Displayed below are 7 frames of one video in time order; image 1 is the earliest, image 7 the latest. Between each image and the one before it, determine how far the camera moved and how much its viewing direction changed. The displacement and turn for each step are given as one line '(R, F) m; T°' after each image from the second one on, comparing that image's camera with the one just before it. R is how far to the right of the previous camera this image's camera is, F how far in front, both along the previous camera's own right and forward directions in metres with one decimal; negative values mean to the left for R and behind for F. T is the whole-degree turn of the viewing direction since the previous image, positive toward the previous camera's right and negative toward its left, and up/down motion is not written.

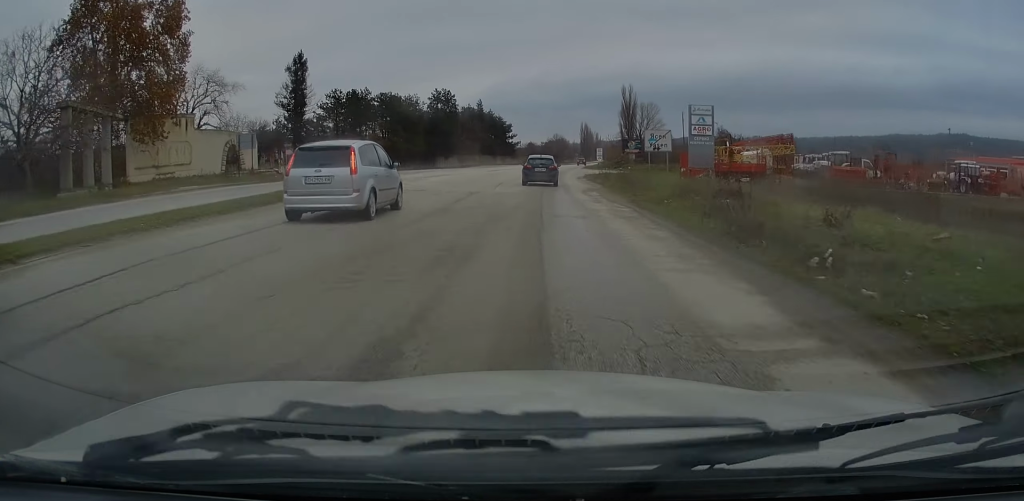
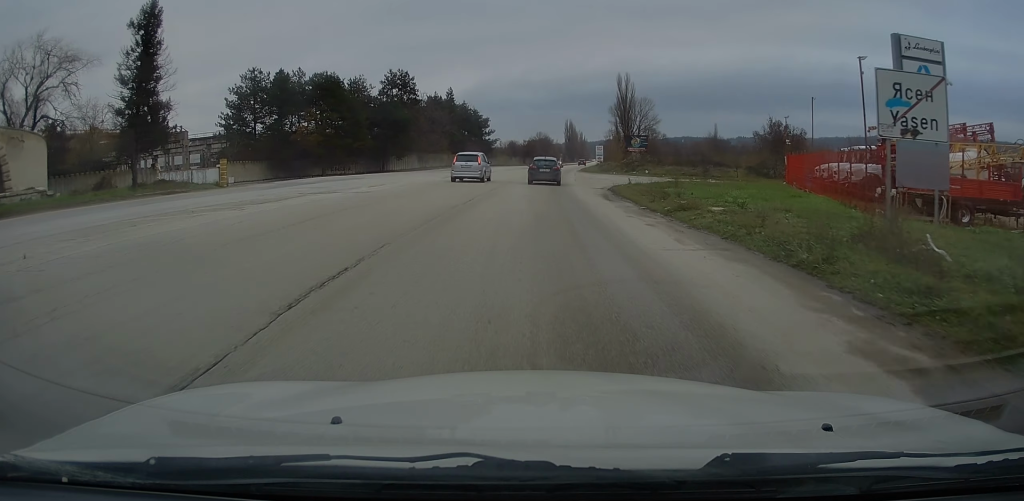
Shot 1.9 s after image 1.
(0.0, +26.3) m; 0°
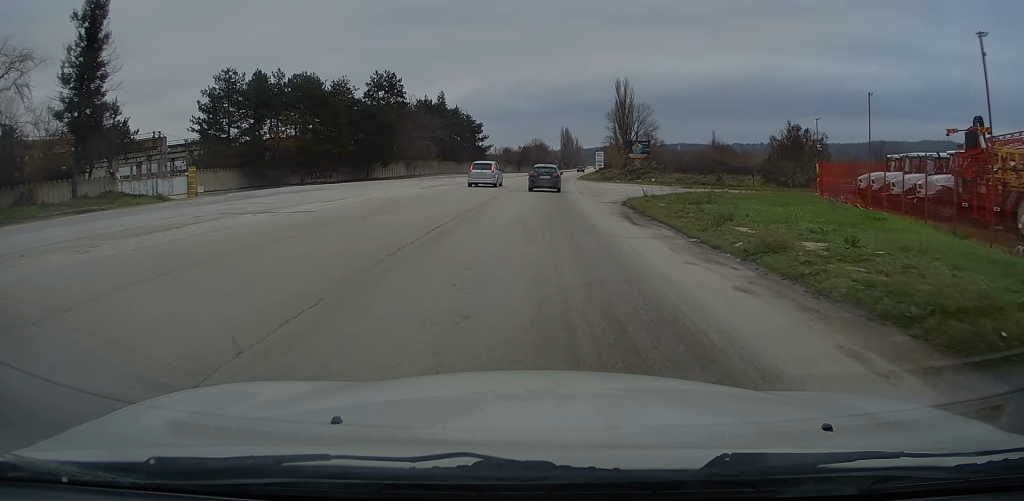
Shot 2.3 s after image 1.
(0.0, +6.1) m; 0°
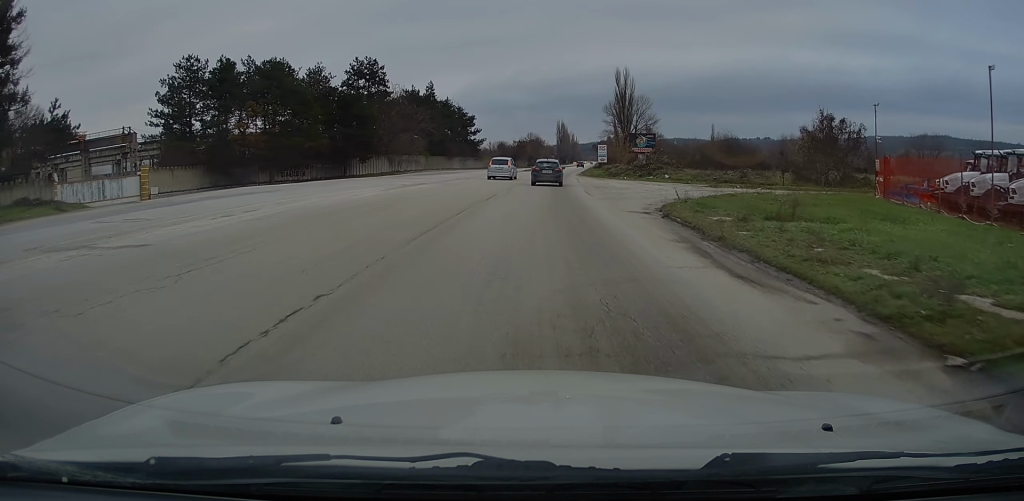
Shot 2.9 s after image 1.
(0.0, +8.0) m; +1°
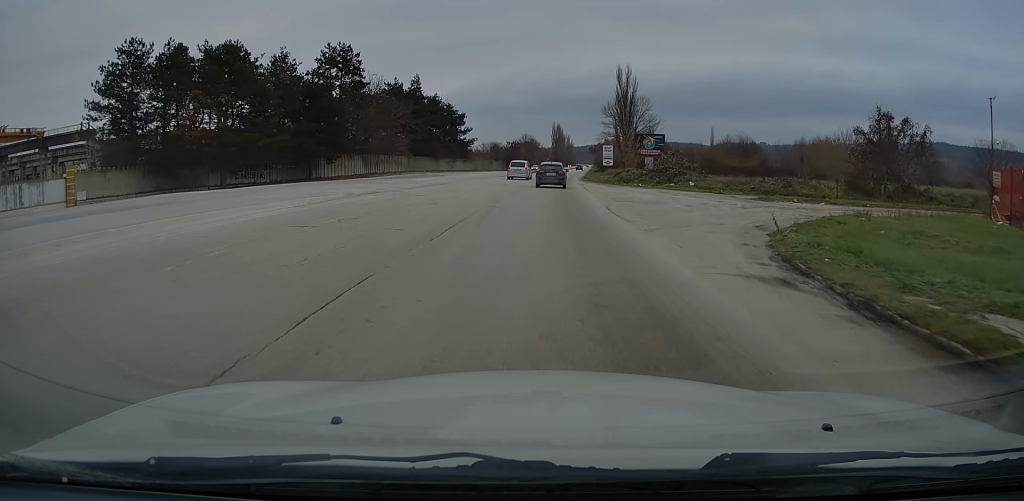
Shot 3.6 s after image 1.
(-0.1, +10.0) m; +1°
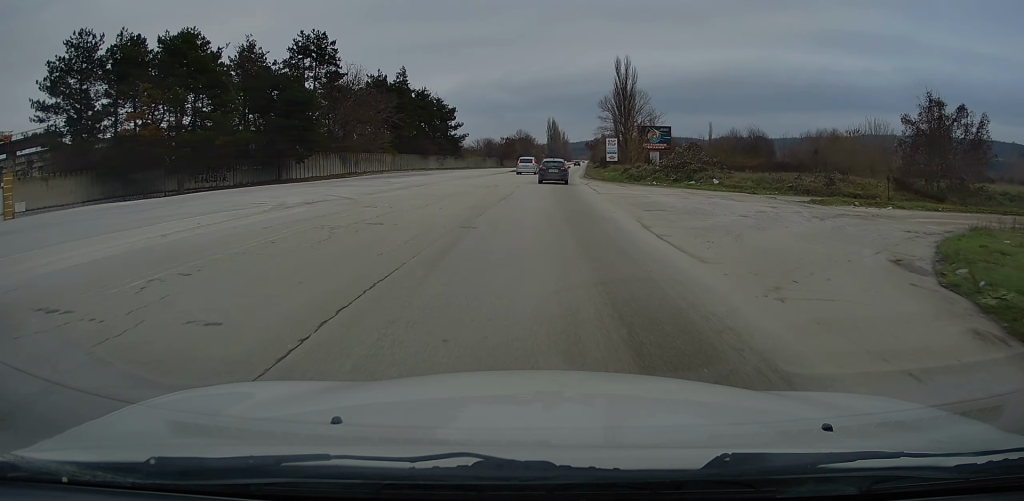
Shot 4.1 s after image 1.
(+0.2, +6.8) m; +1°
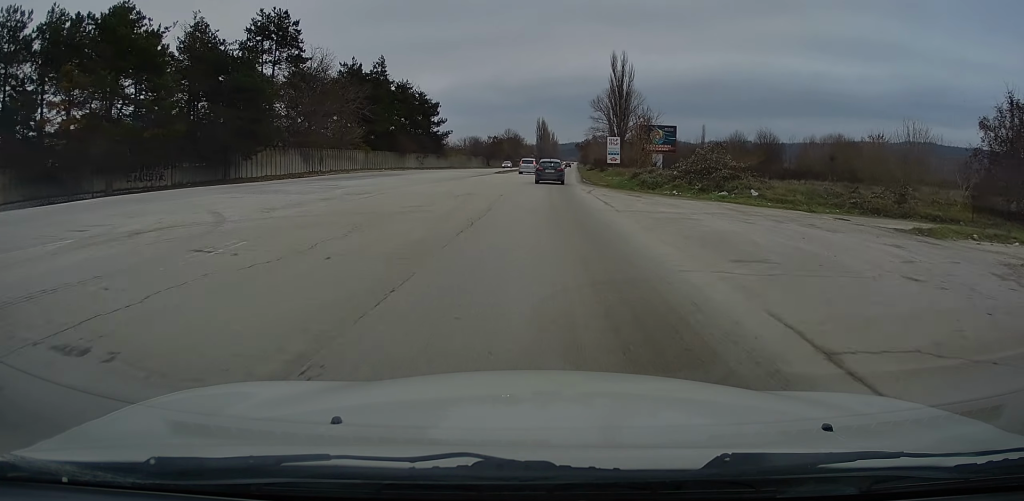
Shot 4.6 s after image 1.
(+0.1, +8.3) m; +1°
